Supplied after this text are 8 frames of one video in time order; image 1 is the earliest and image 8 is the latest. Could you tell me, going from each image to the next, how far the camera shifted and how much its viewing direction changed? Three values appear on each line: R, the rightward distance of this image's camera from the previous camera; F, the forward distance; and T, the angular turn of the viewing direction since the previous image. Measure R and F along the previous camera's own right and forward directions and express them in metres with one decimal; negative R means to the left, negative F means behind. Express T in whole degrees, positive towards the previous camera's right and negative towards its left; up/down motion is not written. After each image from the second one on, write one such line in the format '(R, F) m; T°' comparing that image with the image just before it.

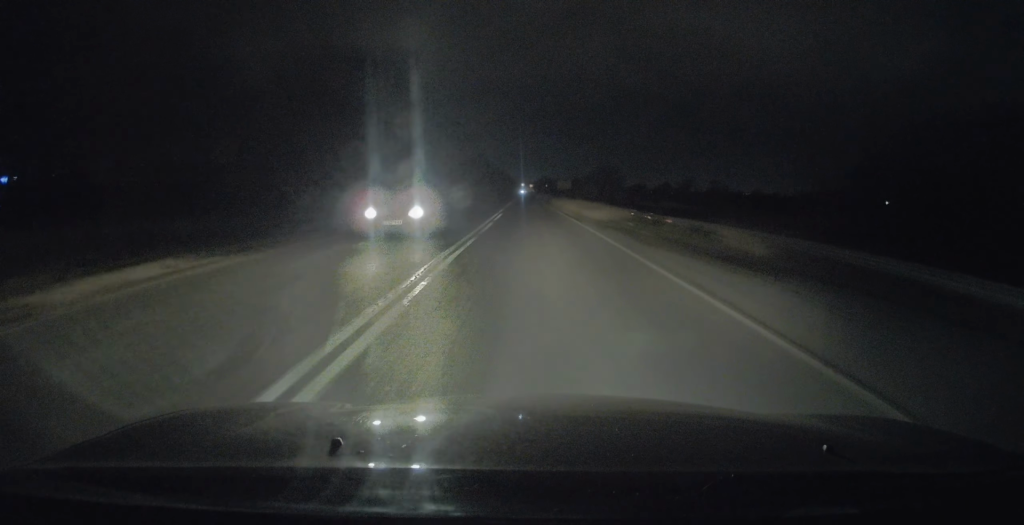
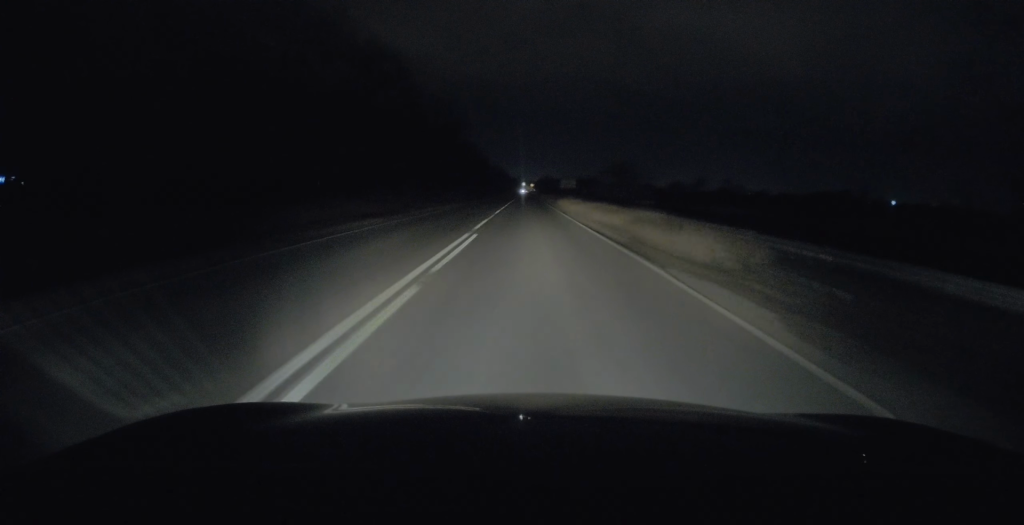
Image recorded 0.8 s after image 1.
(0.0, +16.6) m; +1°
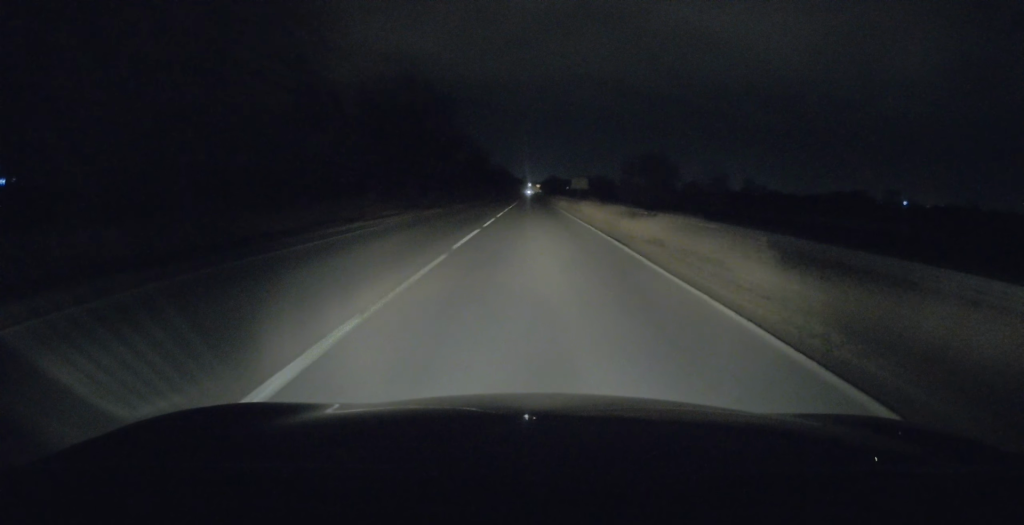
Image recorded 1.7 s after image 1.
(+0.2, +19.5) m; 0°
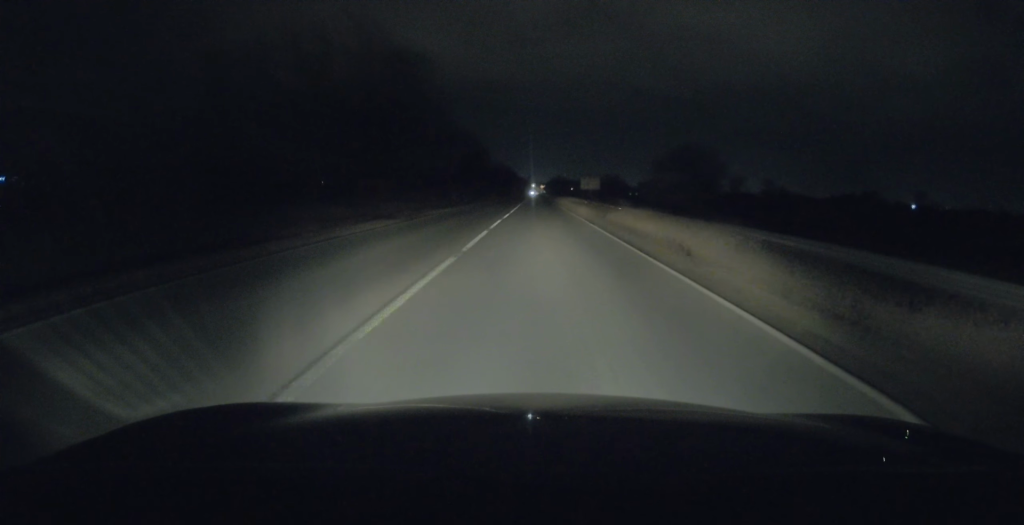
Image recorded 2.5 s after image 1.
(-0.2, +16.0) m; -1°
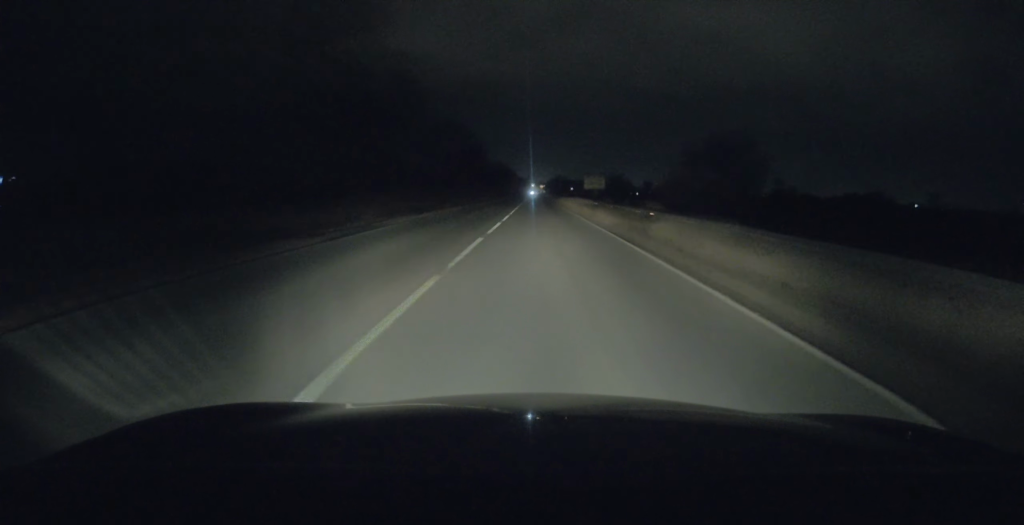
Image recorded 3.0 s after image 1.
(-0.1, +10.5) m; 0°
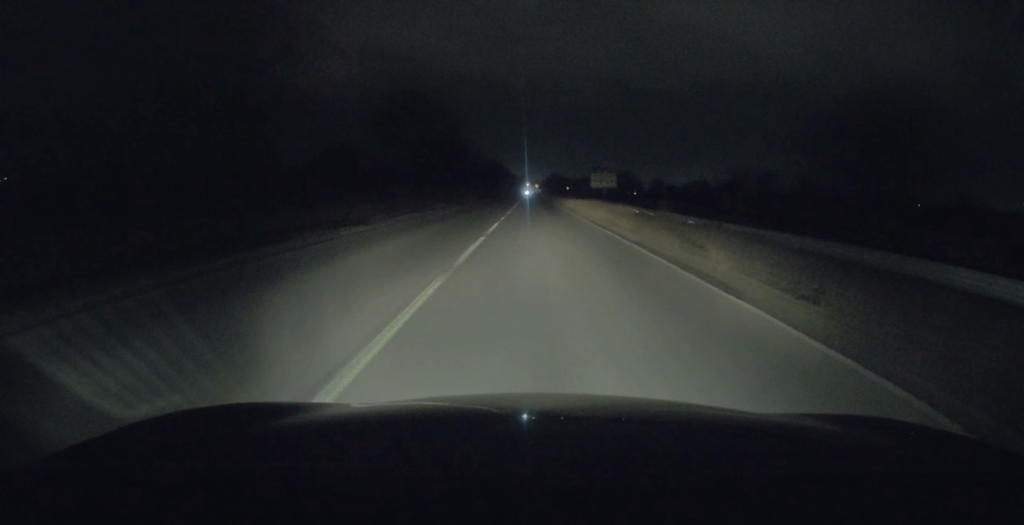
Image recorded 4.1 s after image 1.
(0.0, +23.1) m; +1°
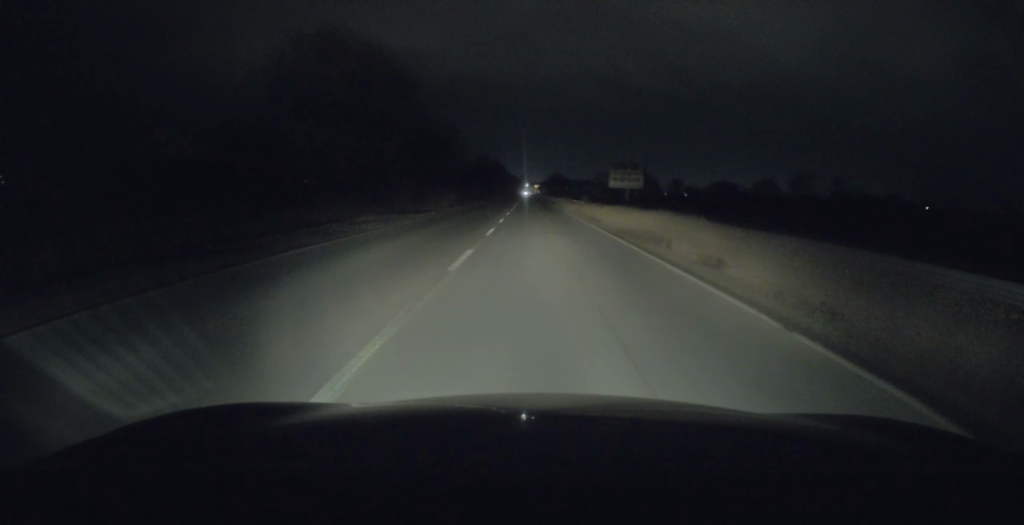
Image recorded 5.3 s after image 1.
(+0.2, +24.5) m; 0°
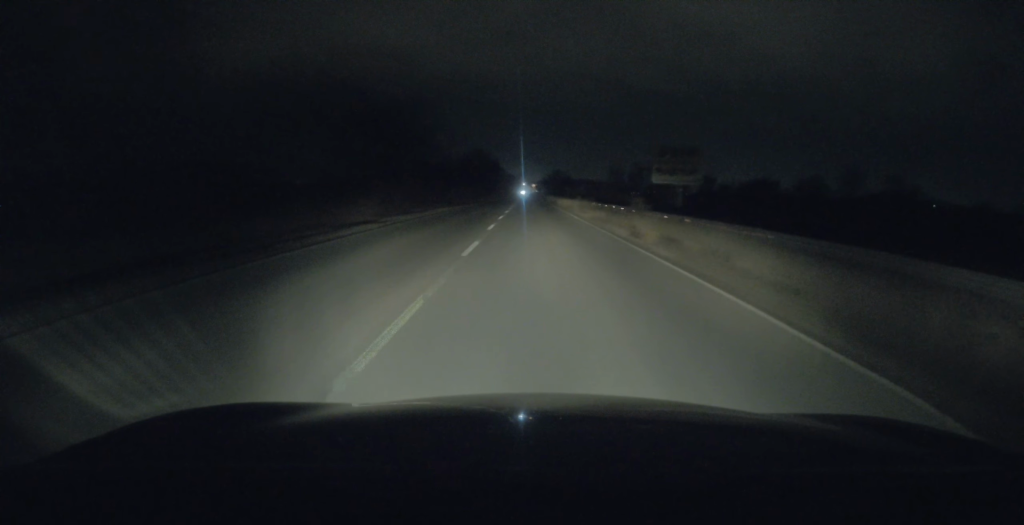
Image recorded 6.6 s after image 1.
(+0.1, +28.7) m; 0°
